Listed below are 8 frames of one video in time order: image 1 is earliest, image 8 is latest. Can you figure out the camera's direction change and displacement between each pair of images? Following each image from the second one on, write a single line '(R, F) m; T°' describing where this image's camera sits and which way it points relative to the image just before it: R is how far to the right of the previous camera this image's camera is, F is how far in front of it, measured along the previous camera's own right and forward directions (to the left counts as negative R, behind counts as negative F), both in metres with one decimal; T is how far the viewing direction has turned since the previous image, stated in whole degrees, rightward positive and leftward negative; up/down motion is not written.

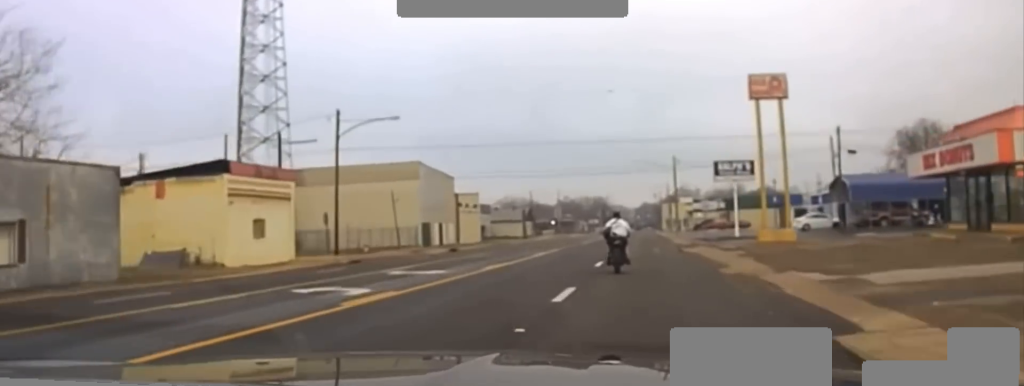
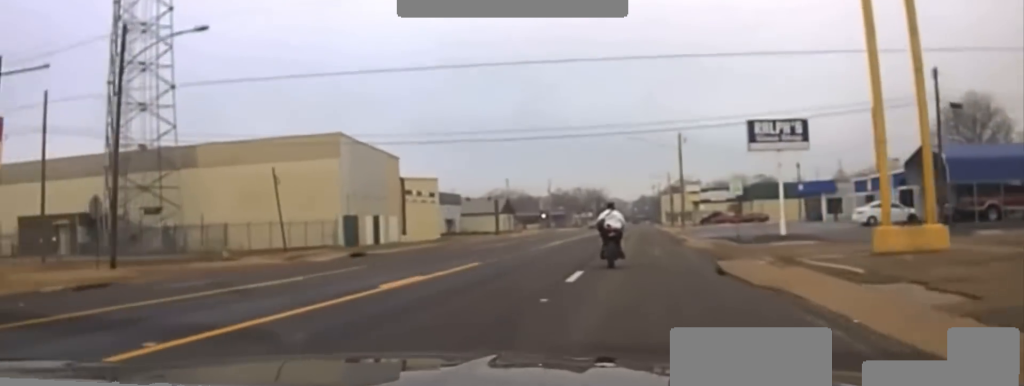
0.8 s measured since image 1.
(-0.1, +21.0) m; 0°
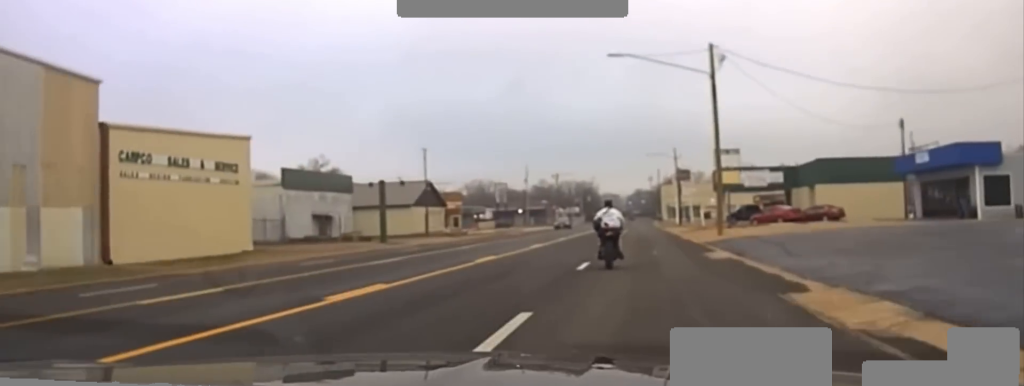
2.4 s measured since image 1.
(-0.1, +46.7) m; 0°
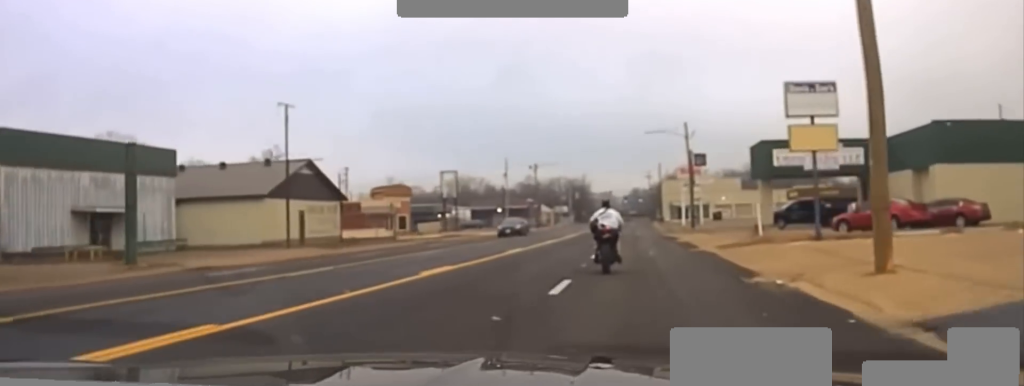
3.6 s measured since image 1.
(0.0, +33.0) m; 0°
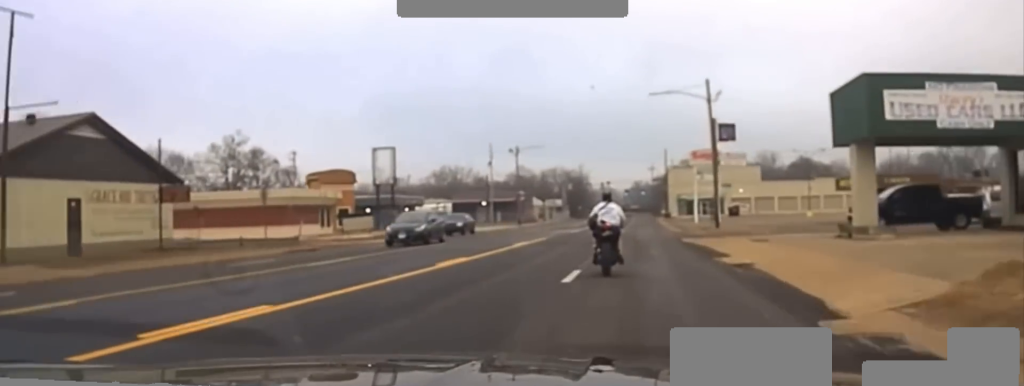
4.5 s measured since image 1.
(-0.1, +23.8) m; 0°
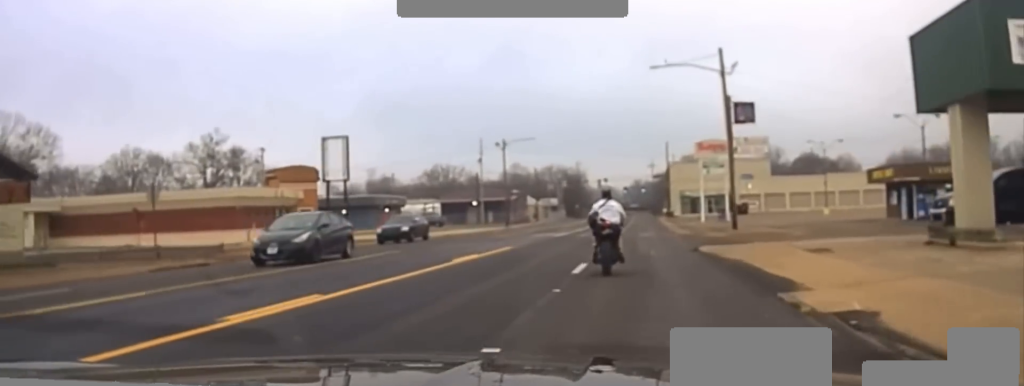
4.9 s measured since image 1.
(0.0, +11.0) m; 0°
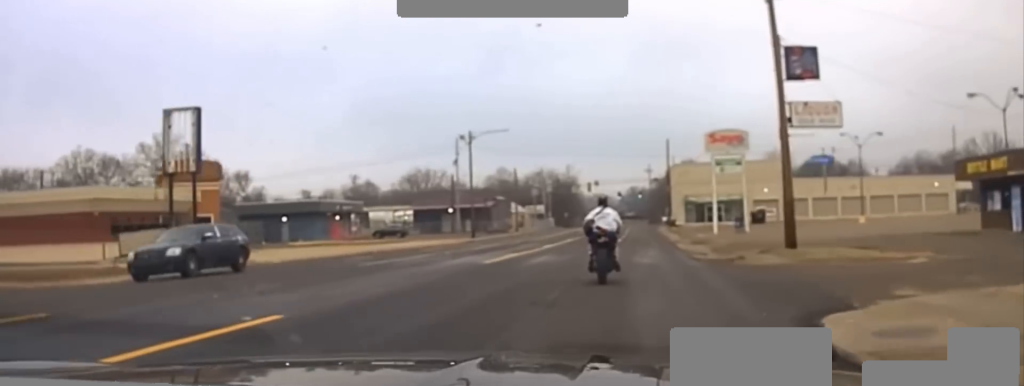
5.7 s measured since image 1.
(0.0, +19.2) m; 0°
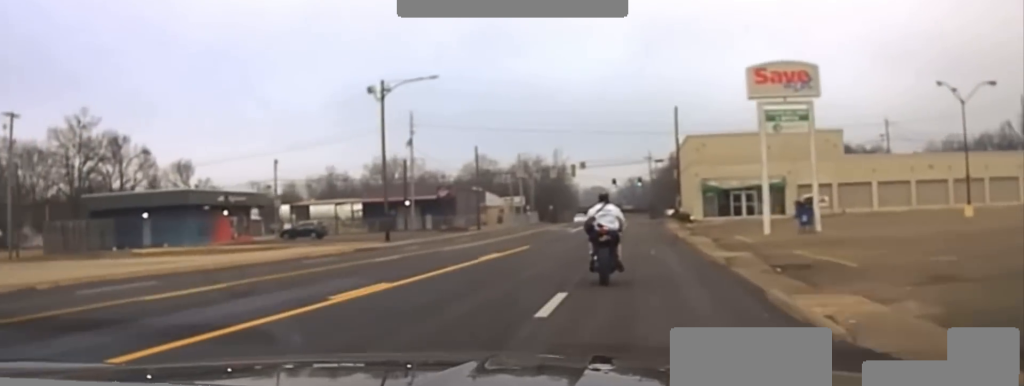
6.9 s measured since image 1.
(+0.2, +28.3) m; +1°
